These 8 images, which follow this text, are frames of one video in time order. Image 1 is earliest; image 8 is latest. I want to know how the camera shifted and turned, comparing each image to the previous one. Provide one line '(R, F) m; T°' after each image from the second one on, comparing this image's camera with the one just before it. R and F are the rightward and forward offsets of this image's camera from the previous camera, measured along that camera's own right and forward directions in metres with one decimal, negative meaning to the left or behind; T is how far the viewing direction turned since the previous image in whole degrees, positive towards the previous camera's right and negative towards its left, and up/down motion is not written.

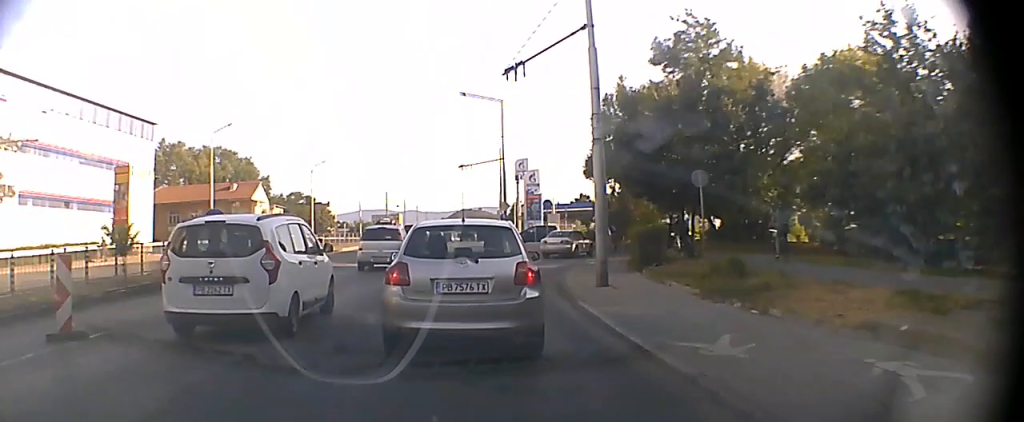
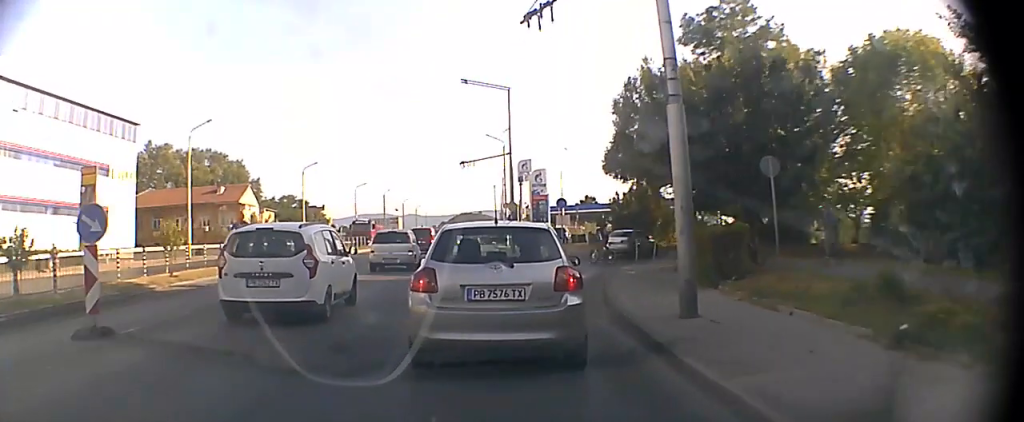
(0.0, +6.8) m; 0°
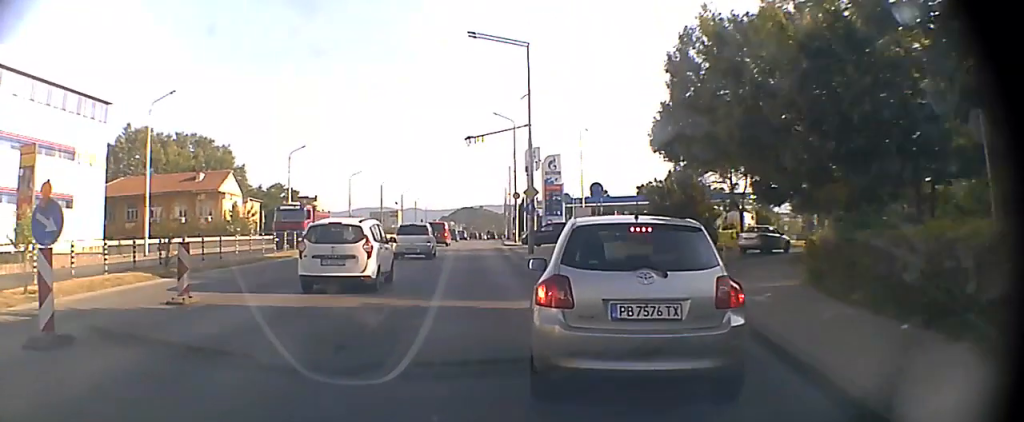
(0.0, +9.8) m; 0°
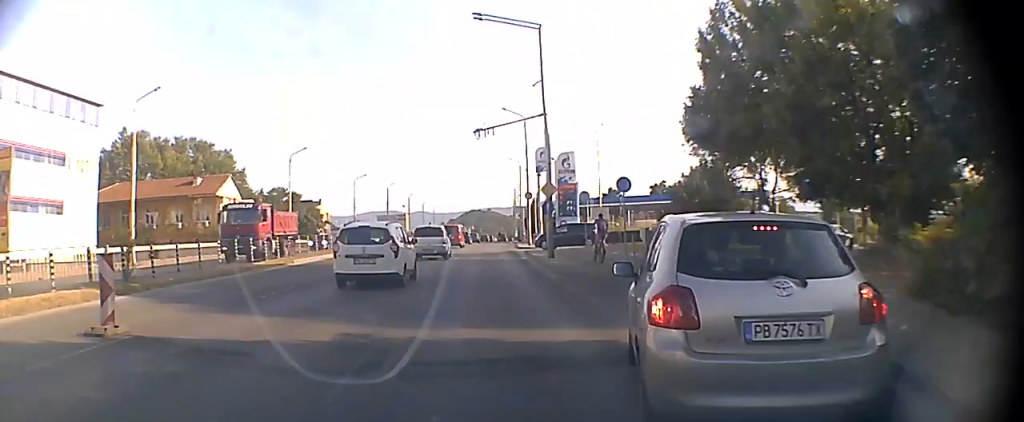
(0.0, +3.8) m; 0°
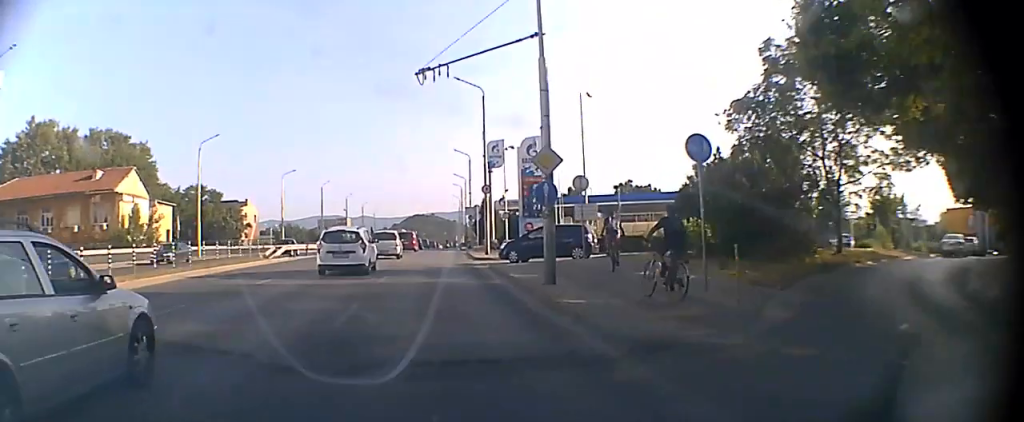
(+0.4, +13.6) m; +3°
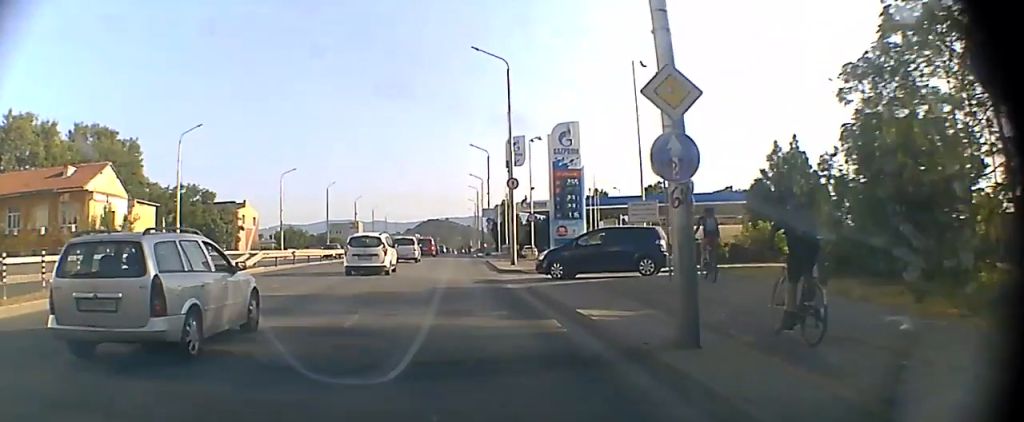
(0.0, +9.4) m; 0°
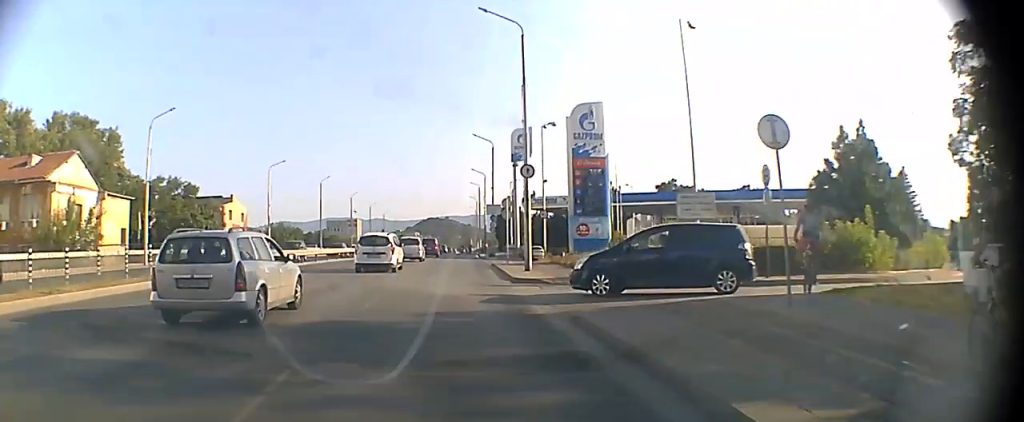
(0.0, +5.6) m; 0°
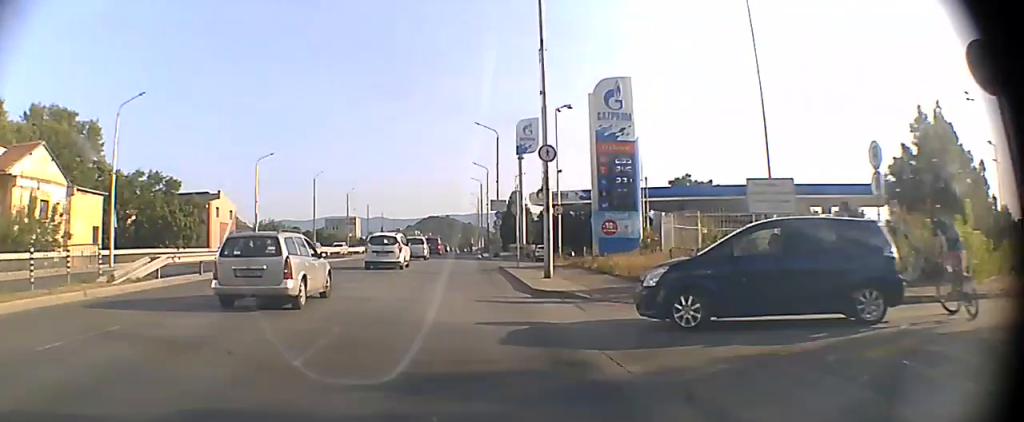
(0.0, +6.5) m; 0°
